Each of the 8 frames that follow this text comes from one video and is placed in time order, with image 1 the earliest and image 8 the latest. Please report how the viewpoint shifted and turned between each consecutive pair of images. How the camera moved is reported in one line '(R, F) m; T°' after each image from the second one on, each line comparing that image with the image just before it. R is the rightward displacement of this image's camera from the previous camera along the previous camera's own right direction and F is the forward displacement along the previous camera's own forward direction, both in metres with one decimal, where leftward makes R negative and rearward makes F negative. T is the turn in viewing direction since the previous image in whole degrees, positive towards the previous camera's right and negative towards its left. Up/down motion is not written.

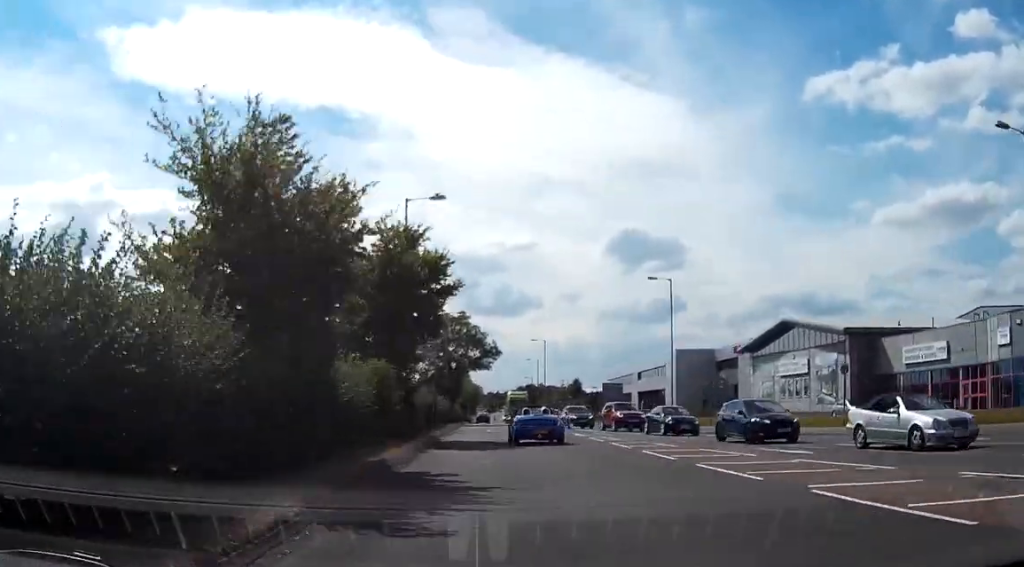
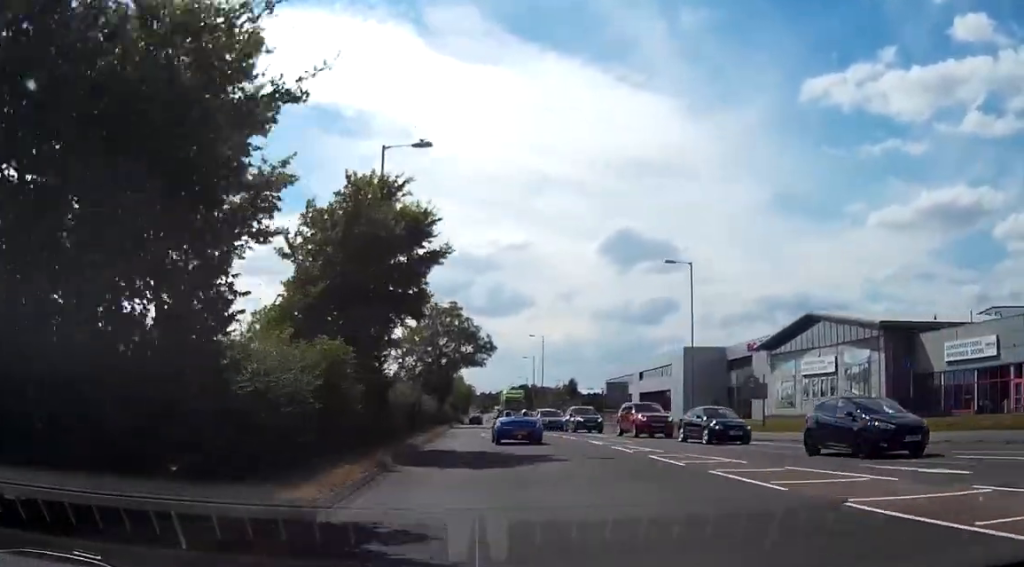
(0.0, +7.1) m; +1°
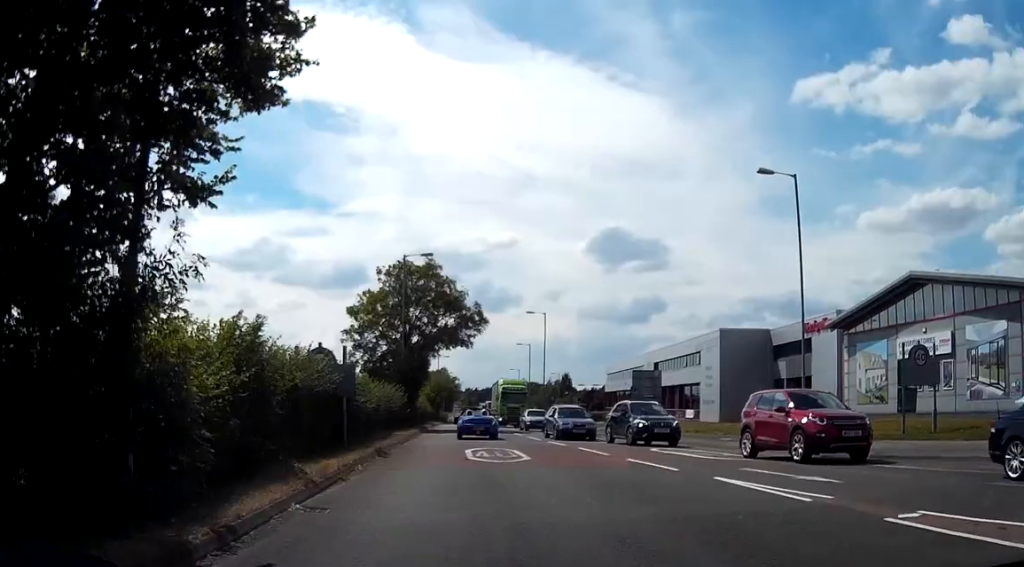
(+0.3, +19.8) m; 0°
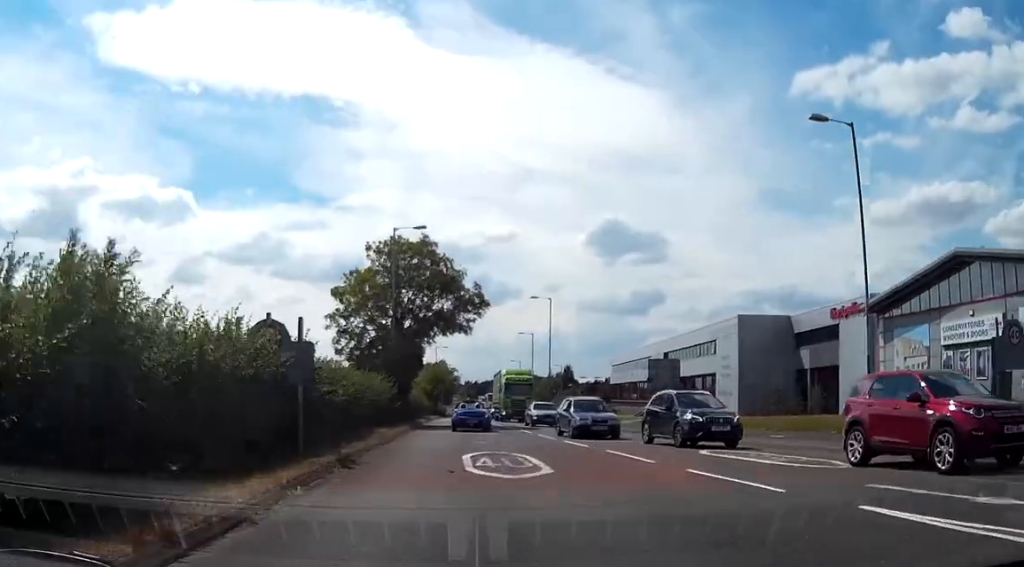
(0.0, +5.7) m; -1°
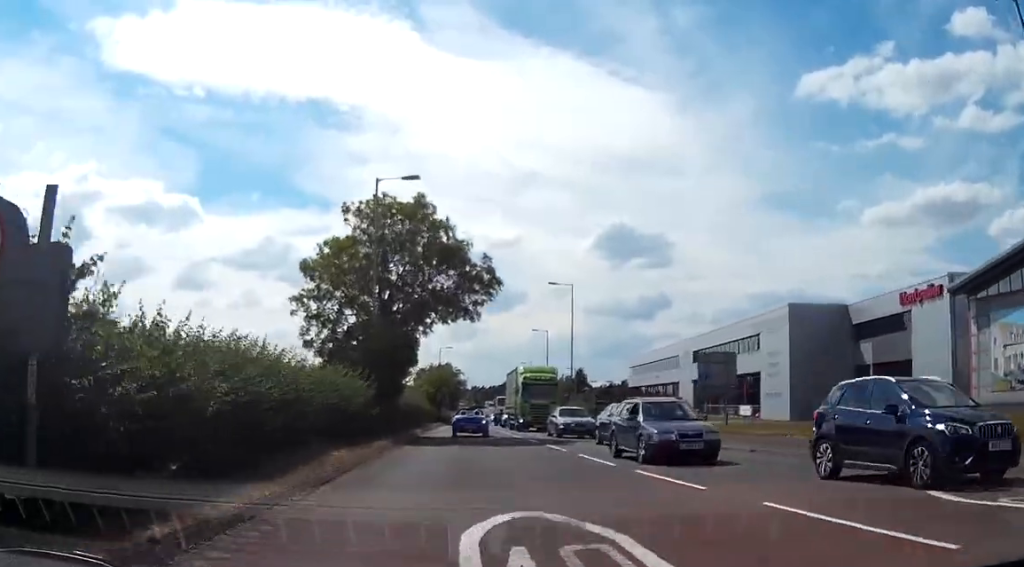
(-0.1, +10.8) m; -1°
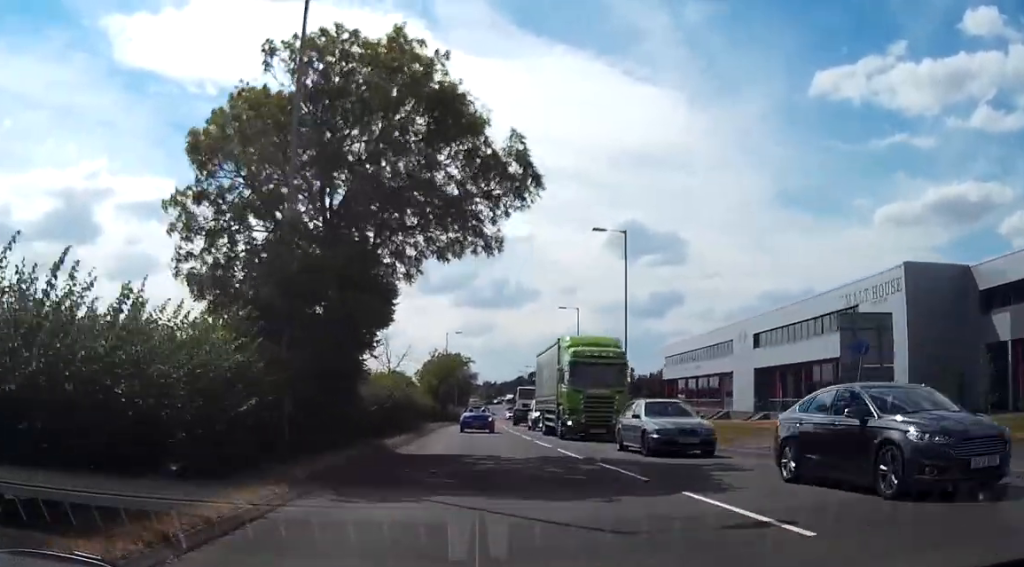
(-0.3, +16.7) m; -1°
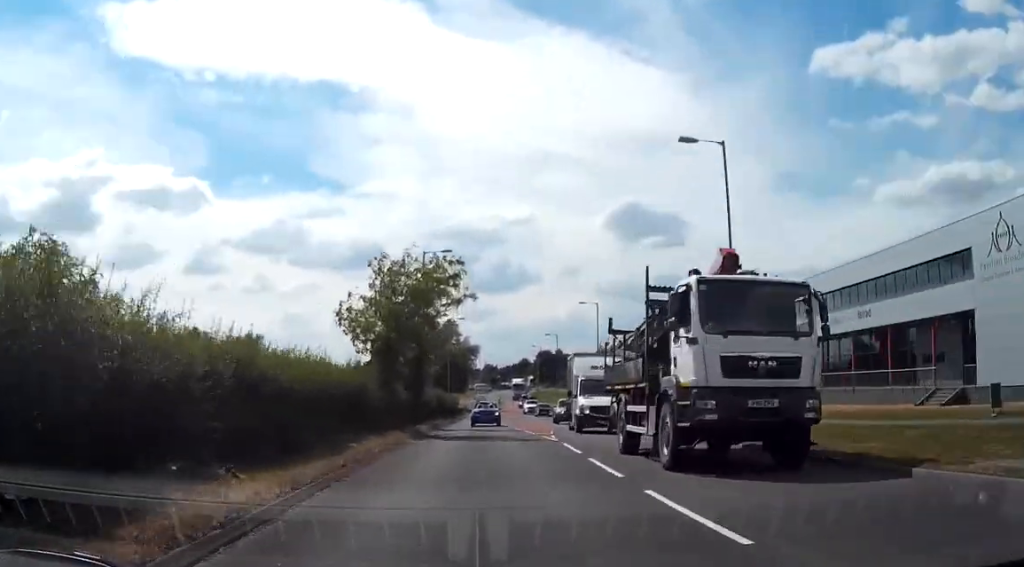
(0.0, +41.8) m; +1°
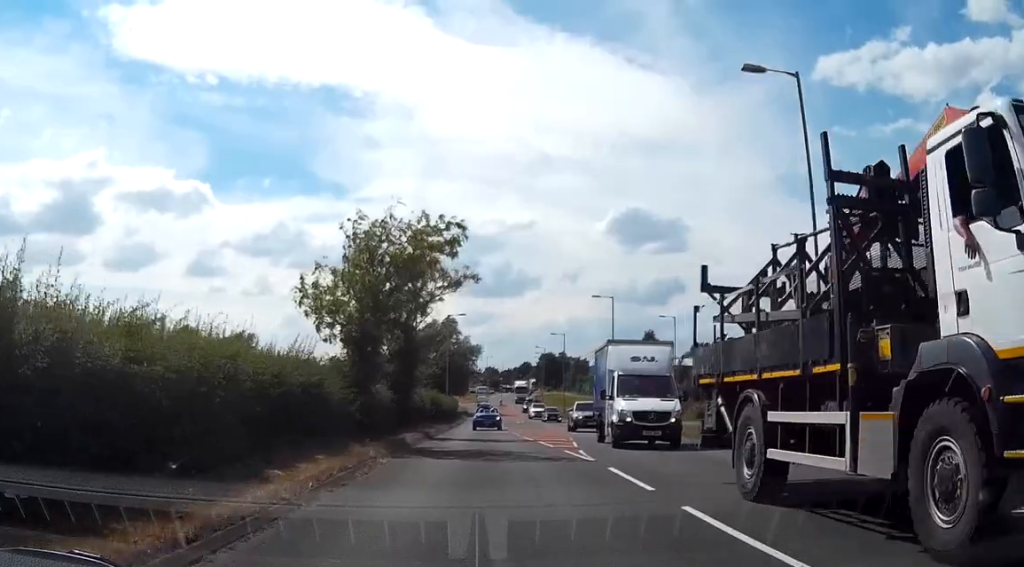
(0.0, +7.2) m; +1°
